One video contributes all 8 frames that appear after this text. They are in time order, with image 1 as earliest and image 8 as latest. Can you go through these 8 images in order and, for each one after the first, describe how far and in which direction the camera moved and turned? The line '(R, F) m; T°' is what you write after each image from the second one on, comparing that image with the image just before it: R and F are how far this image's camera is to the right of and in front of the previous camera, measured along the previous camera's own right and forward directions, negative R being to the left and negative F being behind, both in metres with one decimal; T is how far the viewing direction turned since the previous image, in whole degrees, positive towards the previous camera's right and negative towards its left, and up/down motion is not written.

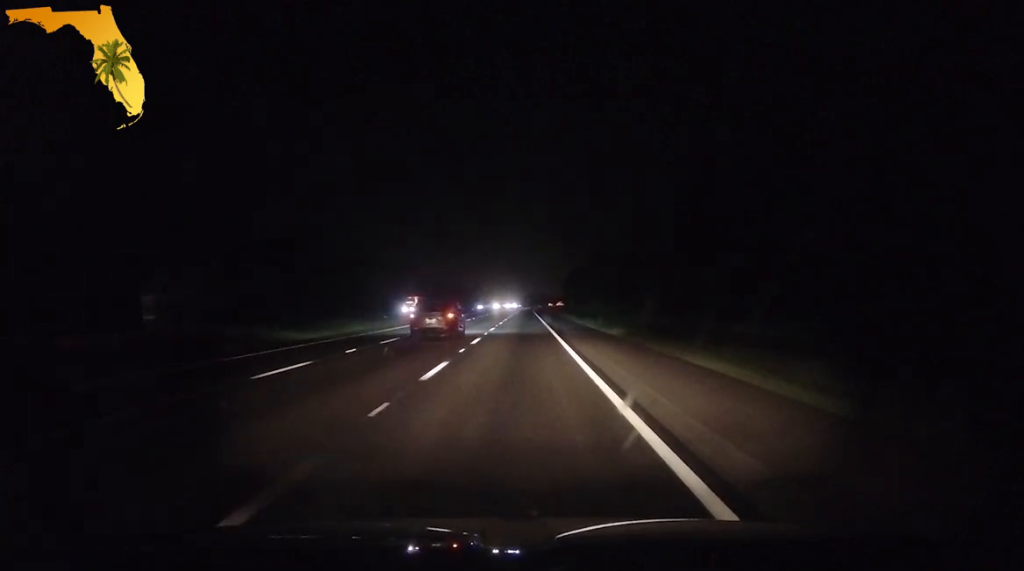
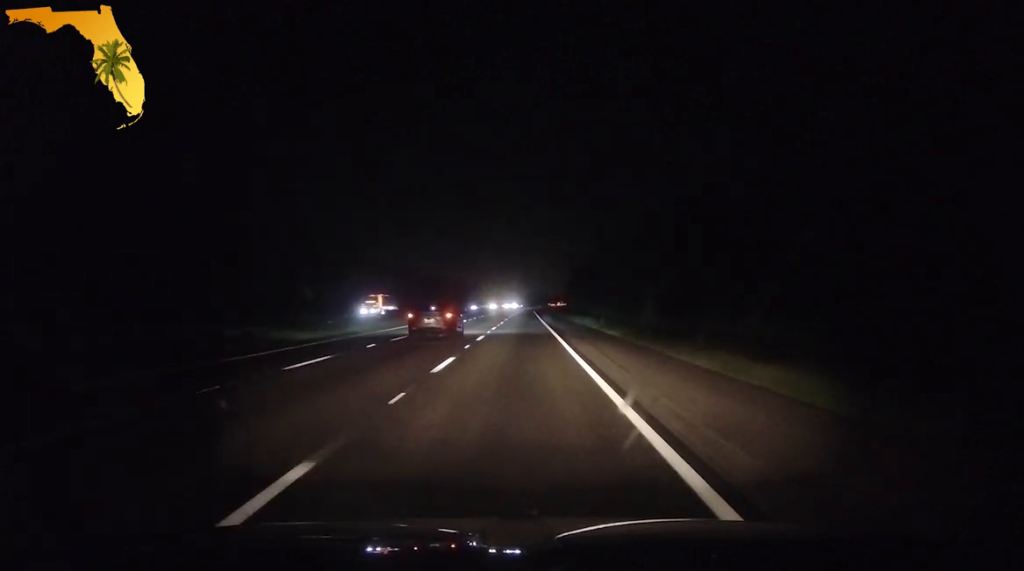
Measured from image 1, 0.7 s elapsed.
(0.0, +22.0) m; 0°
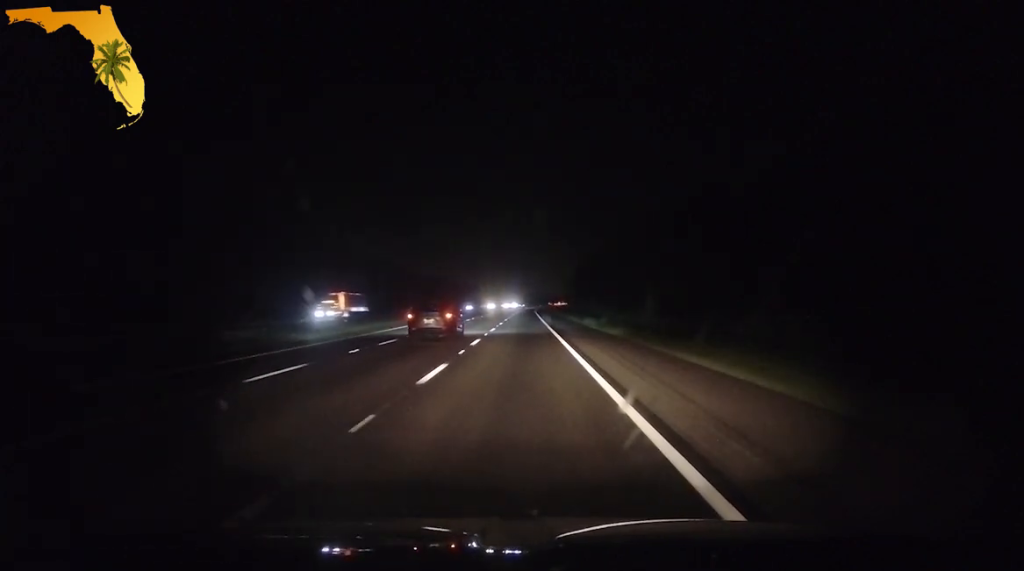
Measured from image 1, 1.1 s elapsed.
(-0.1, +14.3) m; 0°
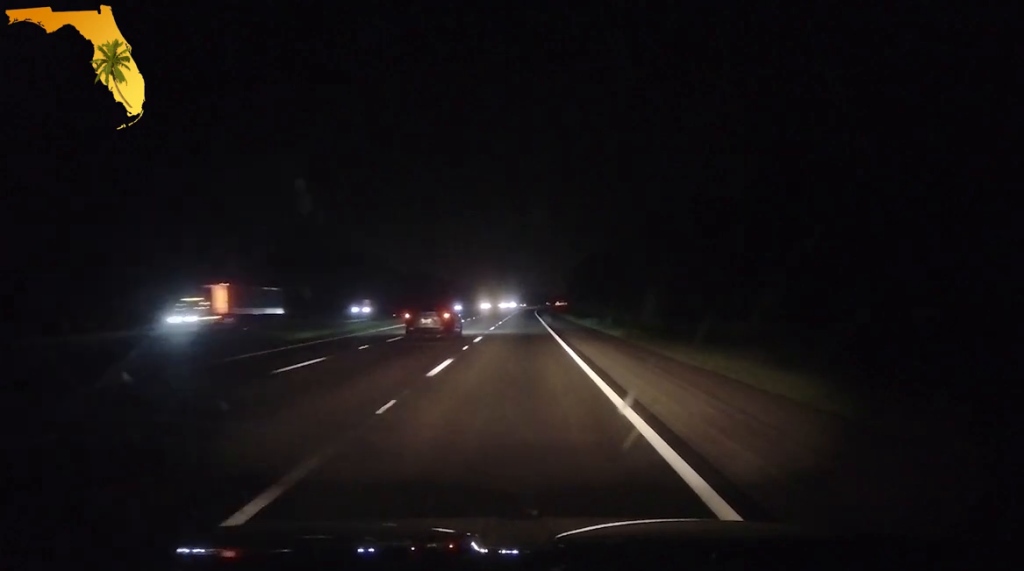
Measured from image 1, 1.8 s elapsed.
(+0.2, +22.1) m; 0°
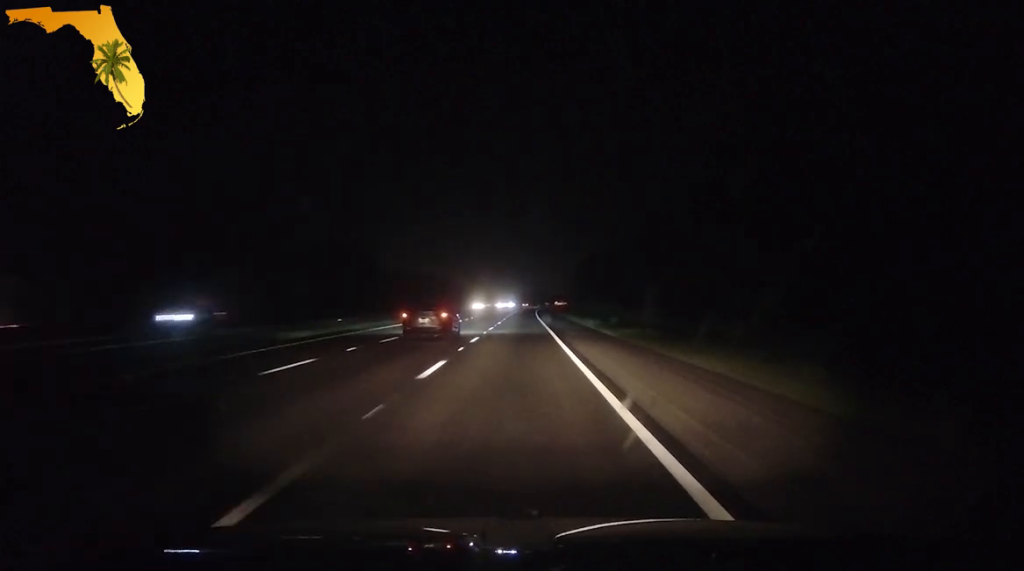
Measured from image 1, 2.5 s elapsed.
(+0.3, +24.3) m; 0°
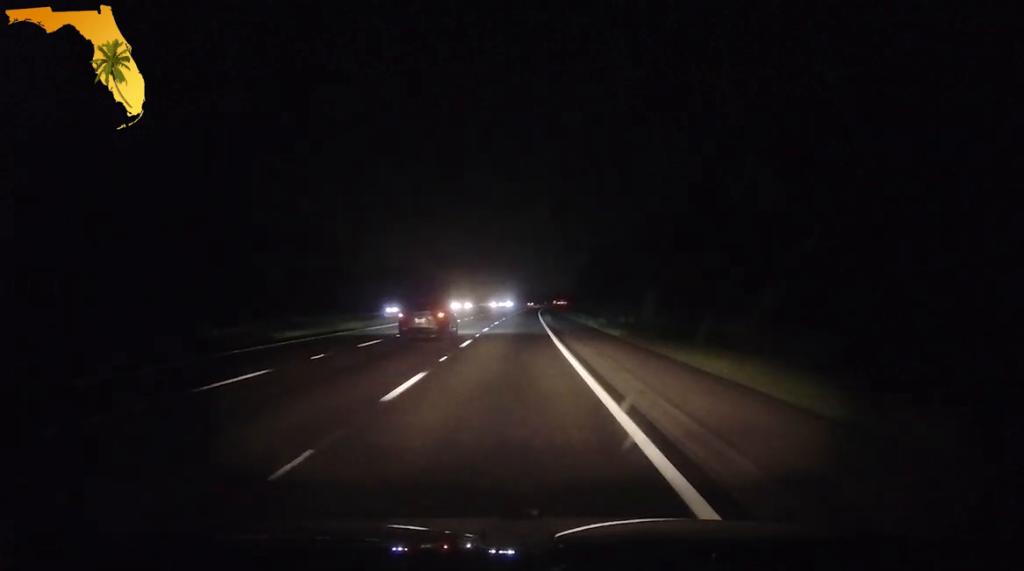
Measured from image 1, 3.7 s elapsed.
(-0.4, +38.7) m; 0°
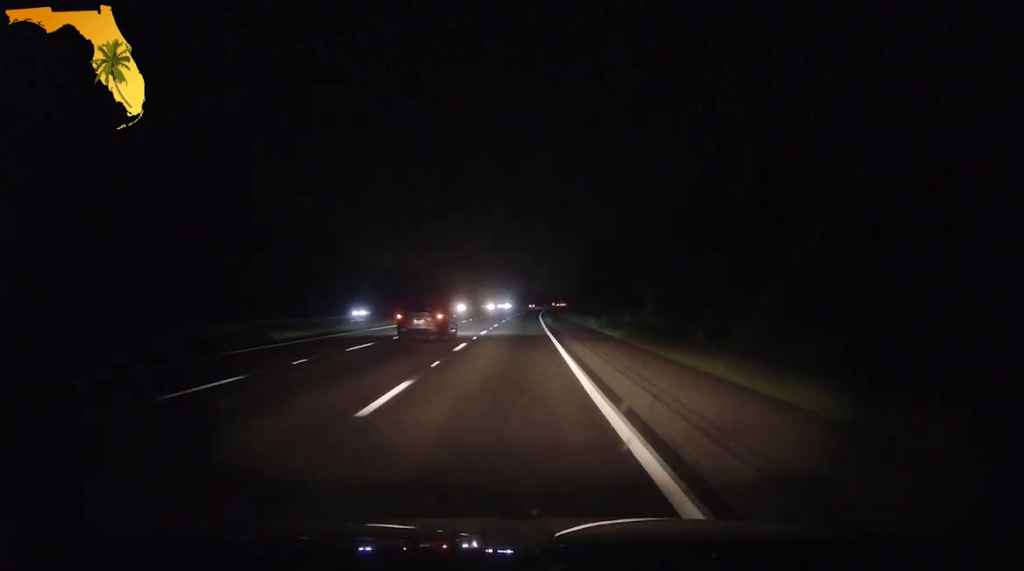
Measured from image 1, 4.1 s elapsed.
(+0.2, +13.3) m; 0°
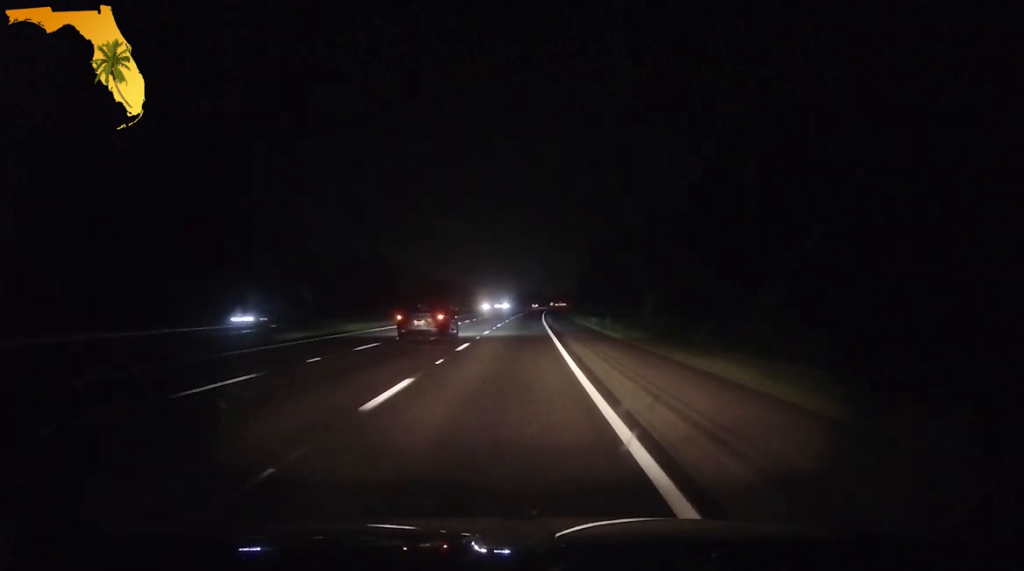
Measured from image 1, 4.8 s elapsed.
(+0.1, +23.4) m; 0°
